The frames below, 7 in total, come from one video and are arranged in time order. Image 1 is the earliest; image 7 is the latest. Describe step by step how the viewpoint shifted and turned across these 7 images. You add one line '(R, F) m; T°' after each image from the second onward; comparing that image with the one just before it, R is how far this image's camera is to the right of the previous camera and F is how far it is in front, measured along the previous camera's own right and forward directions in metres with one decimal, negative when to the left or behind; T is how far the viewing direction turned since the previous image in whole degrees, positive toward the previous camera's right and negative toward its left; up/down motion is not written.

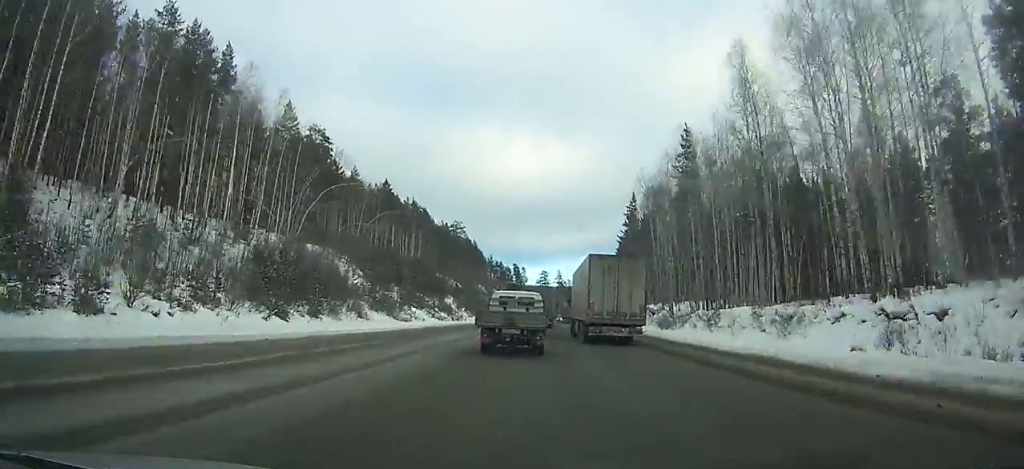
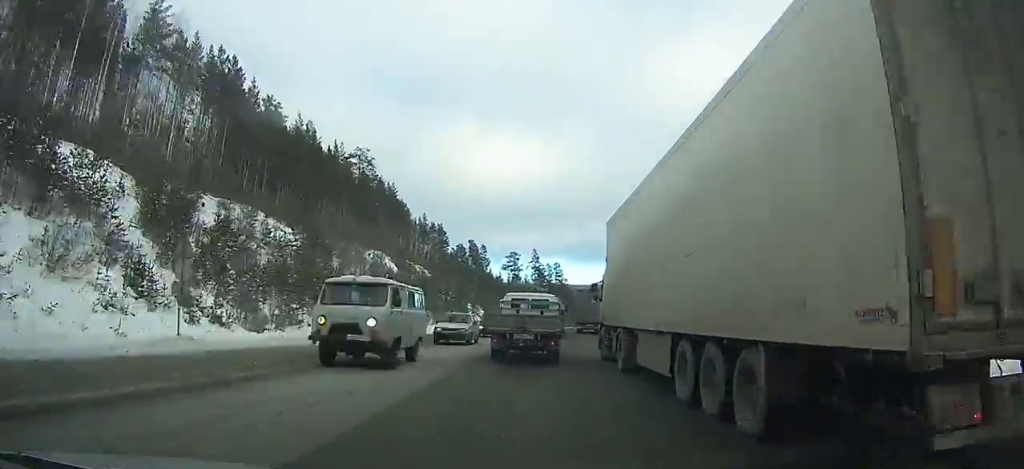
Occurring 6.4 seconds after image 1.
(+1.9, +95.9) m; +3°
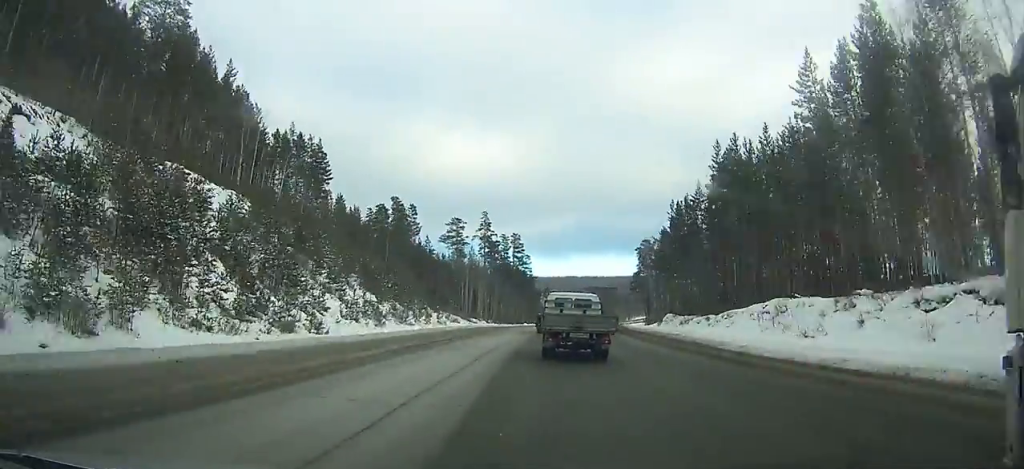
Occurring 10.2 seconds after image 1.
(+3.0, +62.5) m; +6°
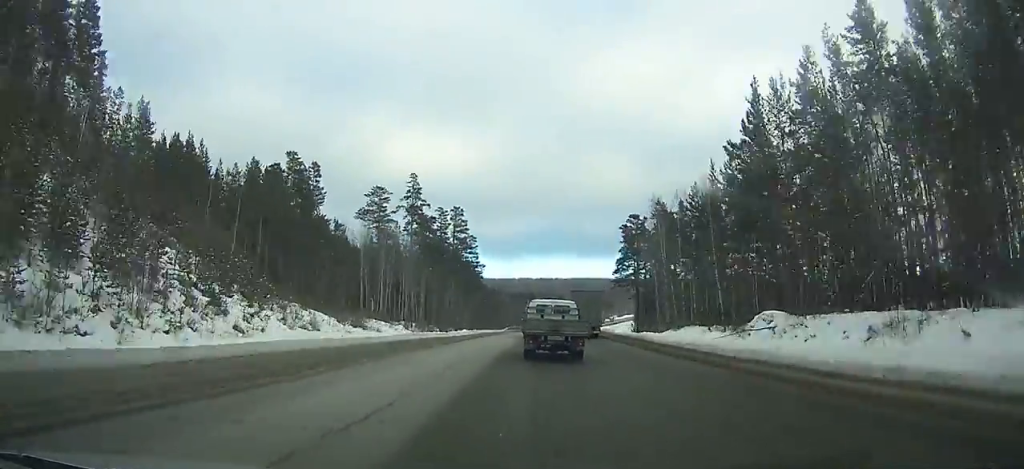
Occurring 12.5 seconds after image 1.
(+1.4, +40.7) m; +4°
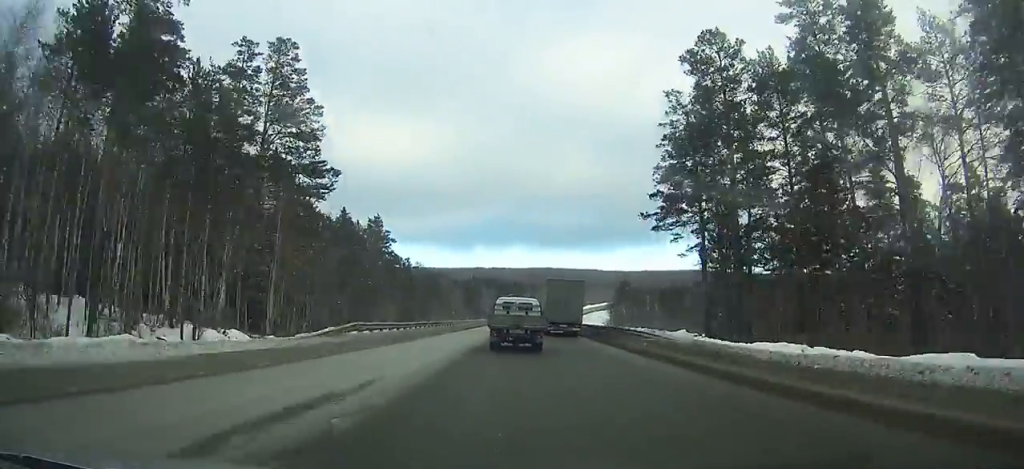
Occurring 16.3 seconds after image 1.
(+2.9, +71.0) m; +3°
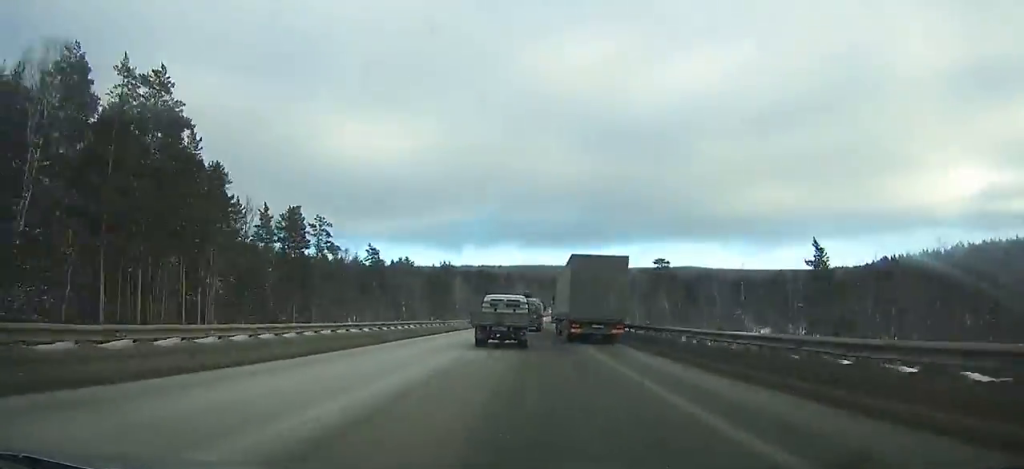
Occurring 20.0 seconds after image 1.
(+1.0, +71.1) m; +2°
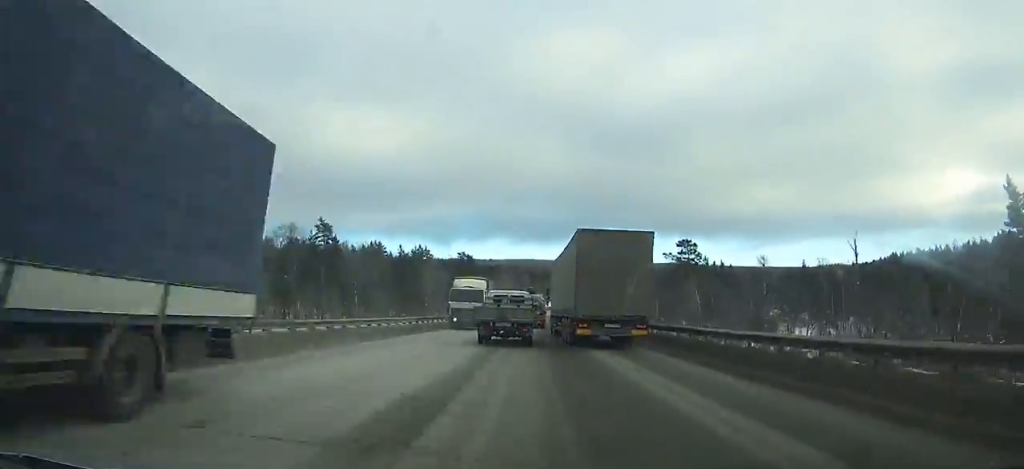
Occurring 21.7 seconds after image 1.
(+0.2, +32.4) m; +1°
